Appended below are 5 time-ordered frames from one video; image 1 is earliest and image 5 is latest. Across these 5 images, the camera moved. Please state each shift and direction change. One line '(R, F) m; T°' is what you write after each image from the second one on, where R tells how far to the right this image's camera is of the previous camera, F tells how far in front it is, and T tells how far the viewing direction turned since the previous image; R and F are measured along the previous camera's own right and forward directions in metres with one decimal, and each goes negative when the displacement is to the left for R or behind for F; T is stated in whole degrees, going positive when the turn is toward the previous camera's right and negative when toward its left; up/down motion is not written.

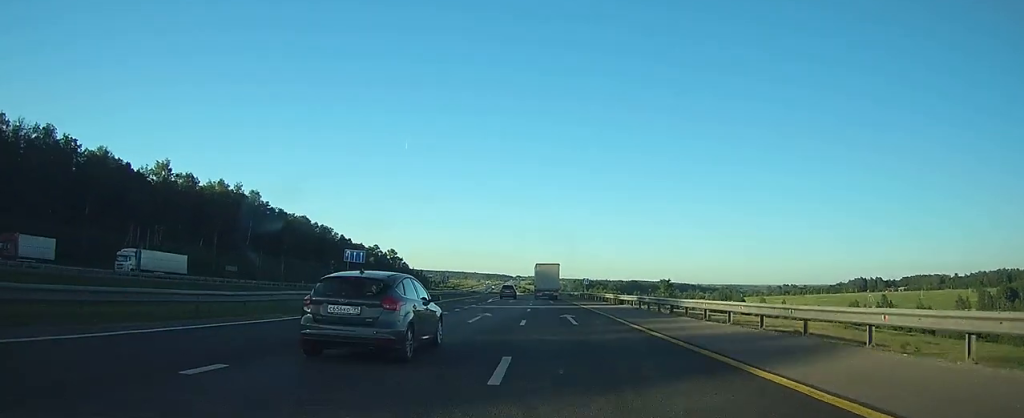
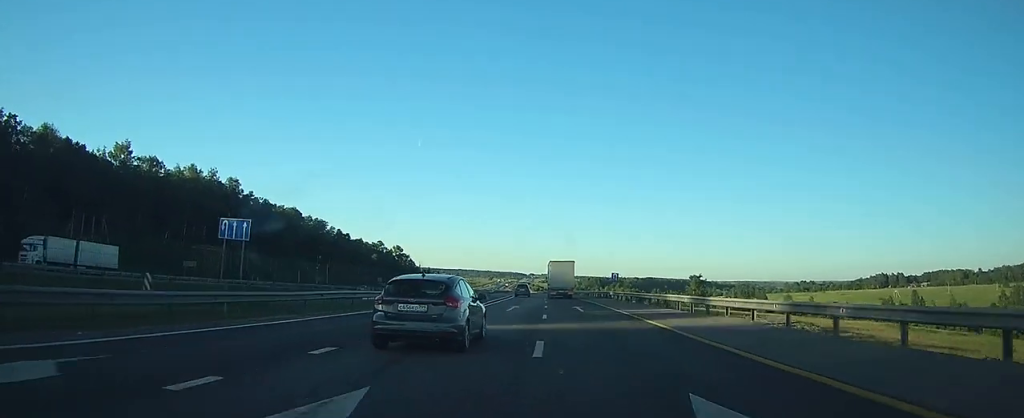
(0.0, +21.0) m; 0°
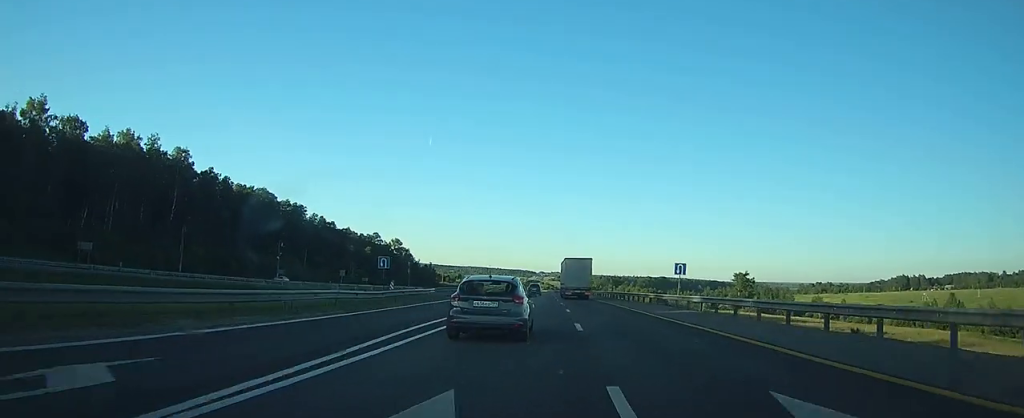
(0.0, +29.9) m; 0°
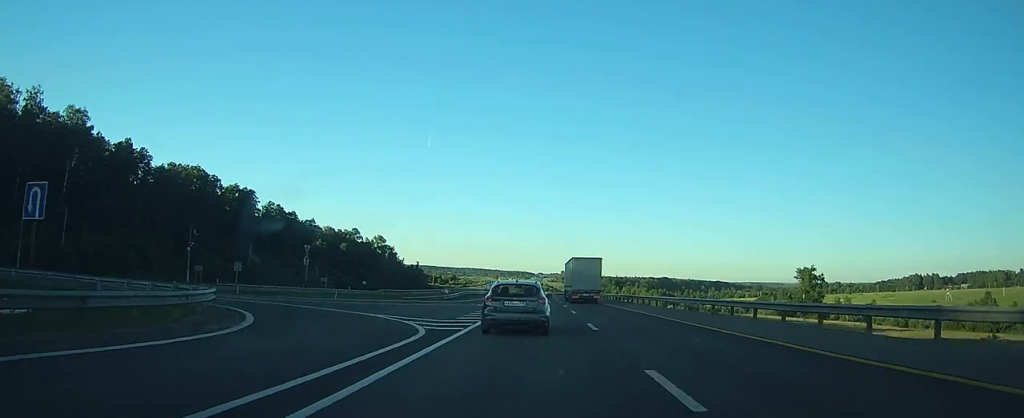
(-0.7, +34.4) m; -3°
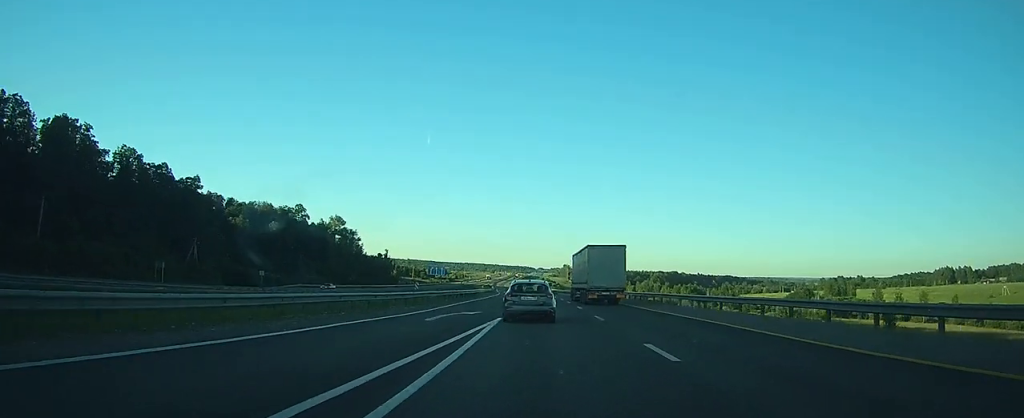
(-1.4, +67.6) m; -1°
